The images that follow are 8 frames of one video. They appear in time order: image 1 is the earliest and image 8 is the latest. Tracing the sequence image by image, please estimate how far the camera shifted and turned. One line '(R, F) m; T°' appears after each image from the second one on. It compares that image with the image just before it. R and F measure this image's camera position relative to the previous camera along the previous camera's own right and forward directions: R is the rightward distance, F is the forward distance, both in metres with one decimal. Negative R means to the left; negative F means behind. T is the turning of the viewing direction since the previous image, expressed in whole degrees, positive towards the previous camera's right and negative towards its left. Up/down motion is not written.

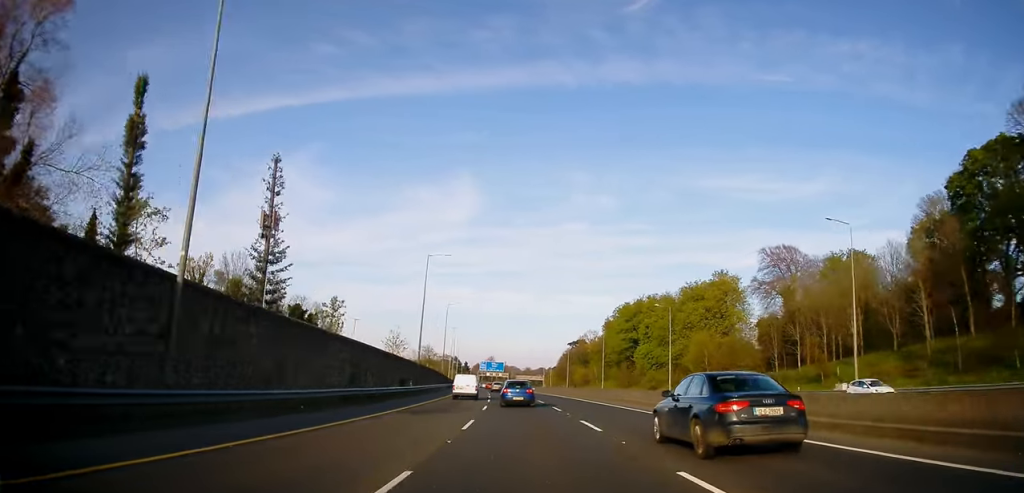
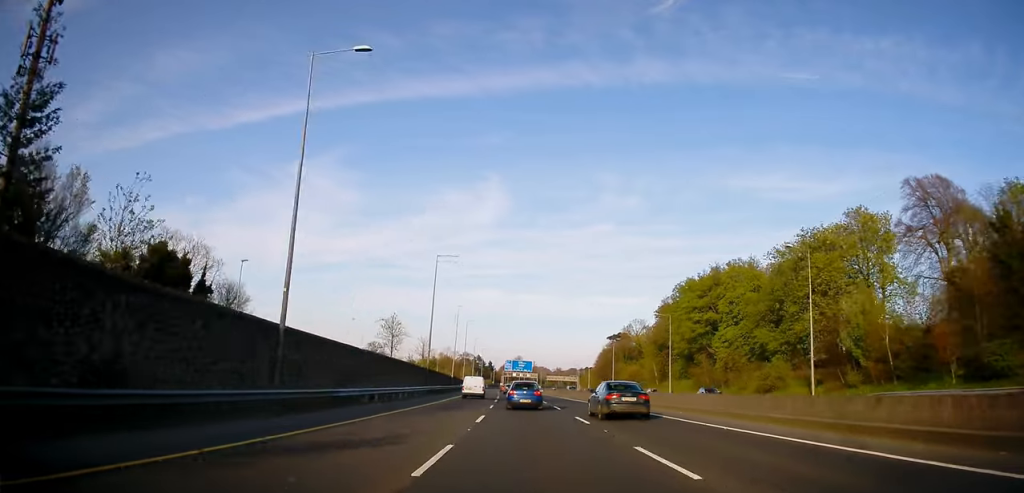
(-0.8, +42.1) m; -3°
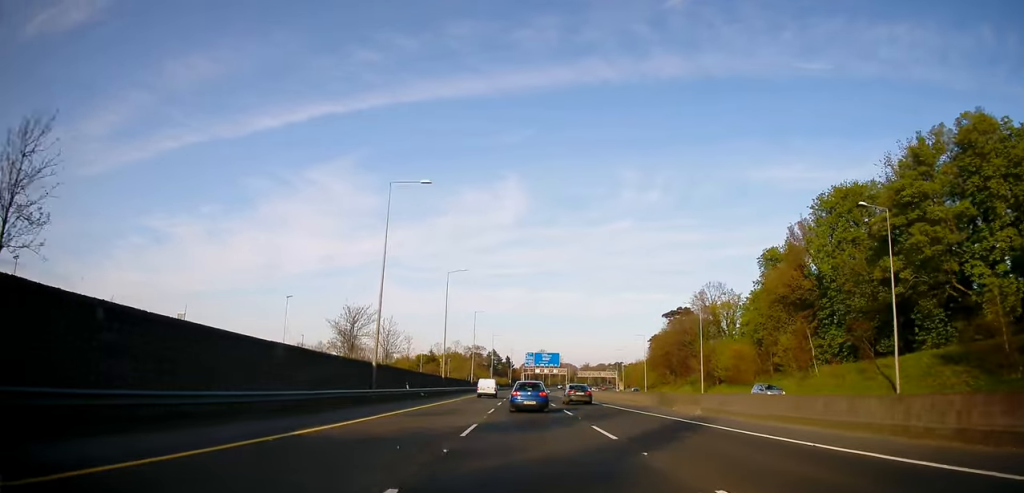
(-0.4, +63.8) m; -1°
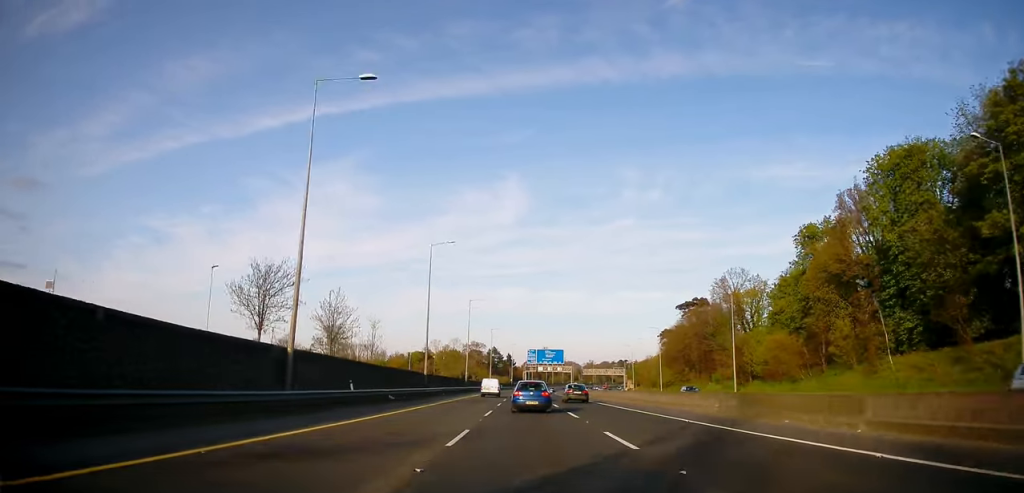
(-0.2, +14.1) m; -1°
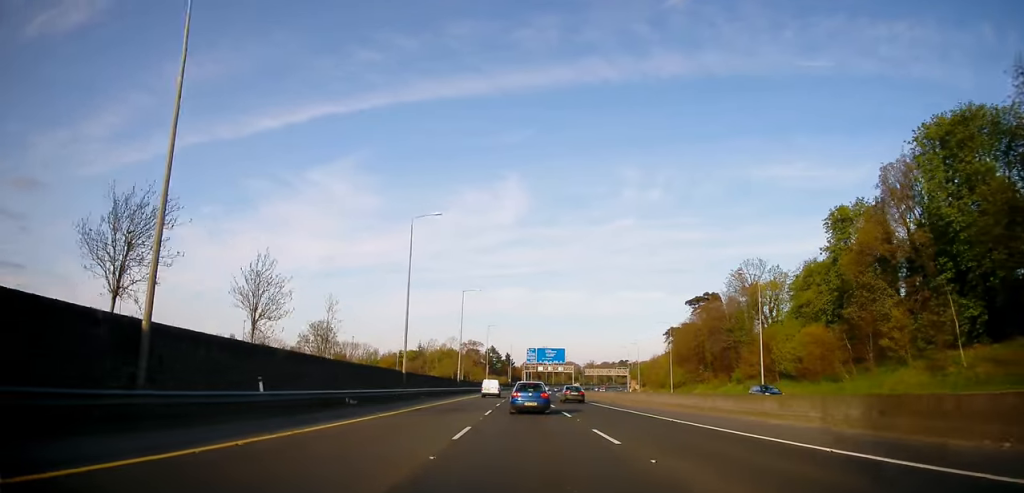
(-0.3, +10.1) m; 0°
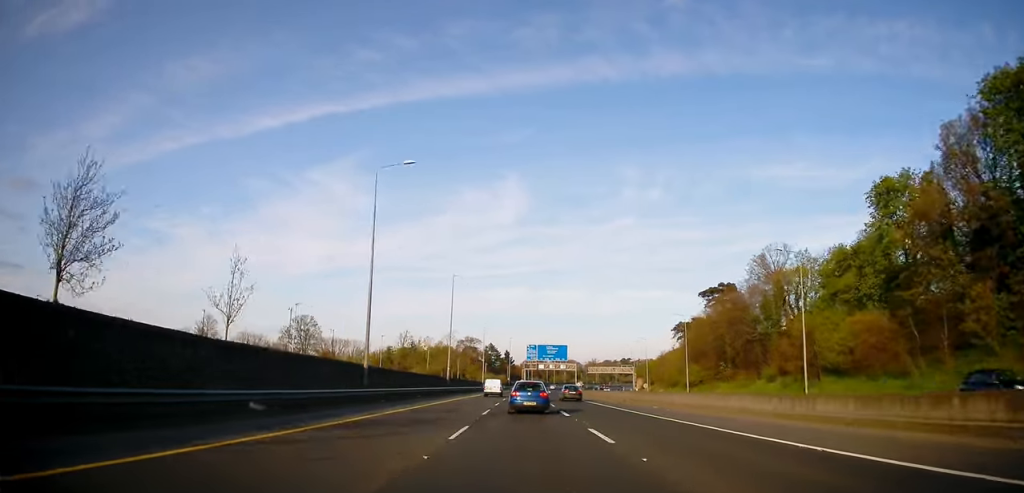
(-0.1, +12.1) m; 0°
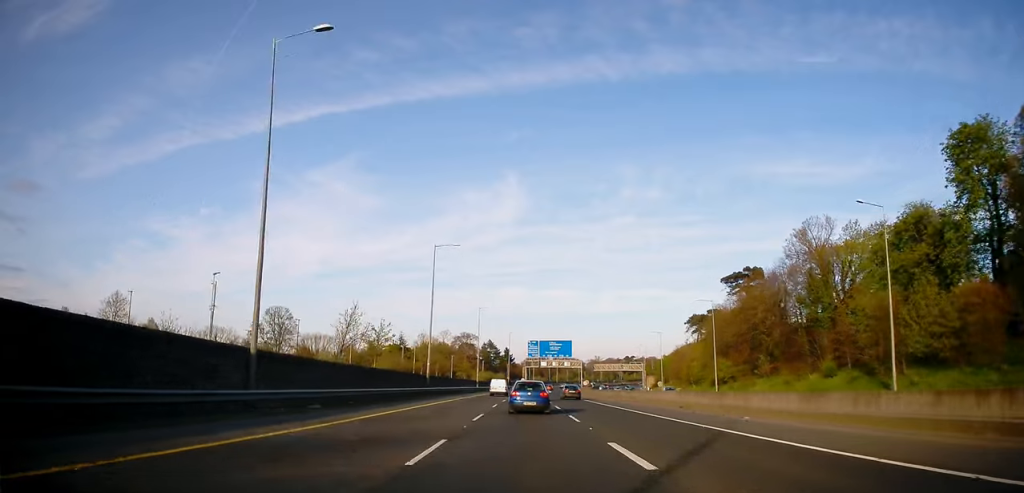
(+0.2, +16.2) m; +1°
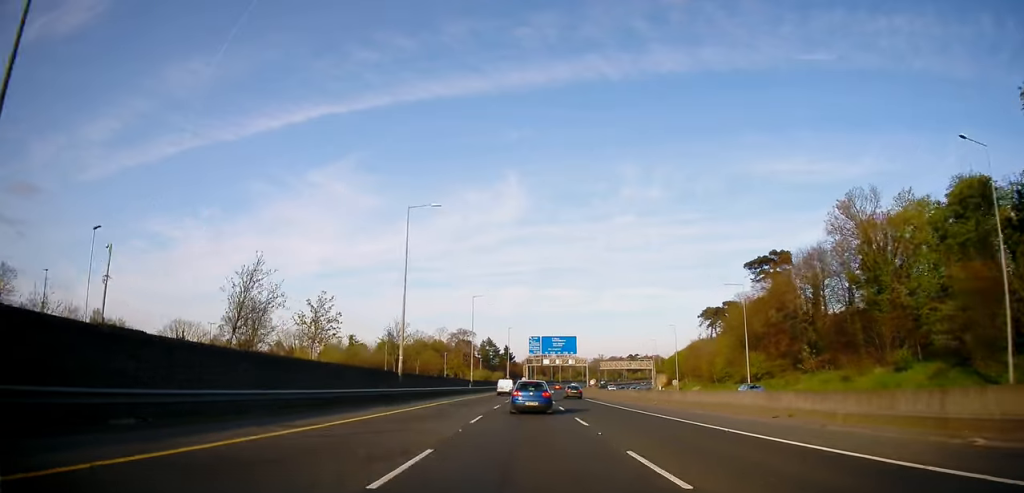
(0.0, +13.1) m; 0°
